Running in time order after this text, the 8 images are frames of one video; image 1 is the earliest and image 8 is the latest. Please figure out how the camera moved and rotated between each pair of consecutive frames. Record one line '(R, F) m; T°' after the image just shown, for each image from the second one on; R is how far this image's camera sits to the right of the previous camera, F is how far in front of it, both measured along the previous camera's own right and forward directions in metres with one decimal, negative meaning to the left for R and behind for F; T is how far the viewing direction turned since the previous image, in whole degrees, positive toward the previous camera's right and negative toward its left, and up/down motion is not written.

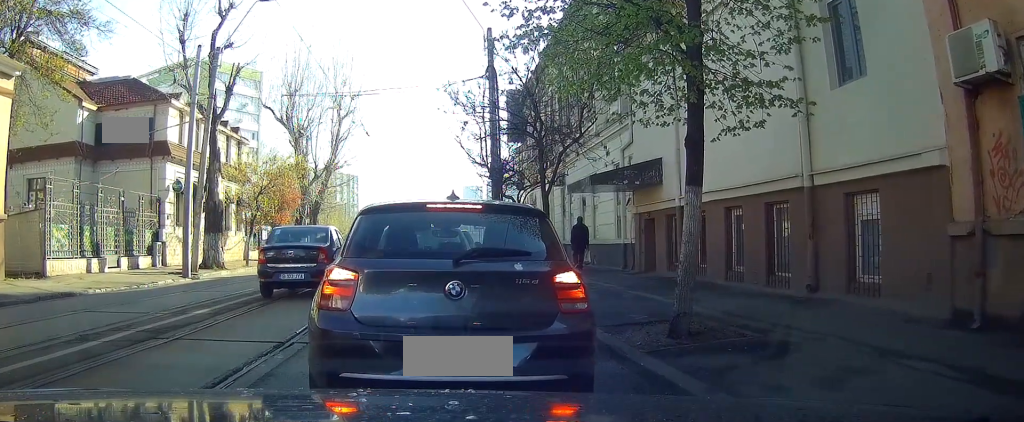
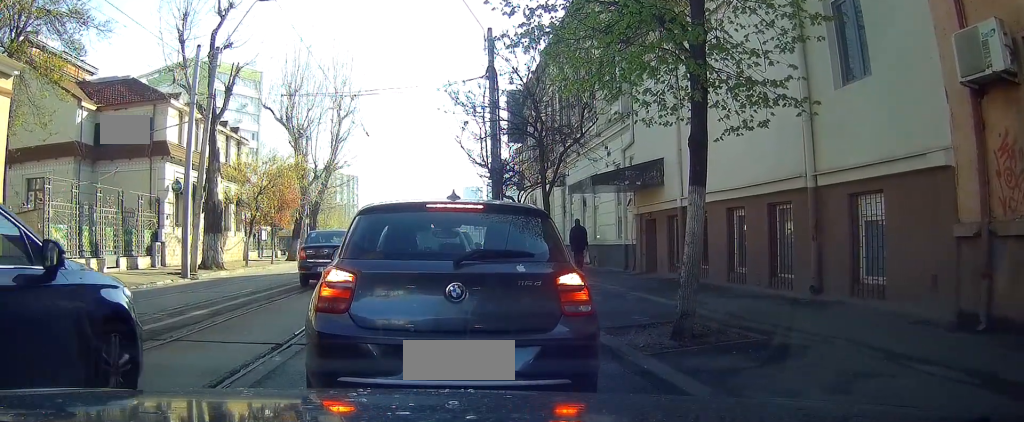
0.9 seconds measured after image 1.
(+0.2, +0.3) m; 0°
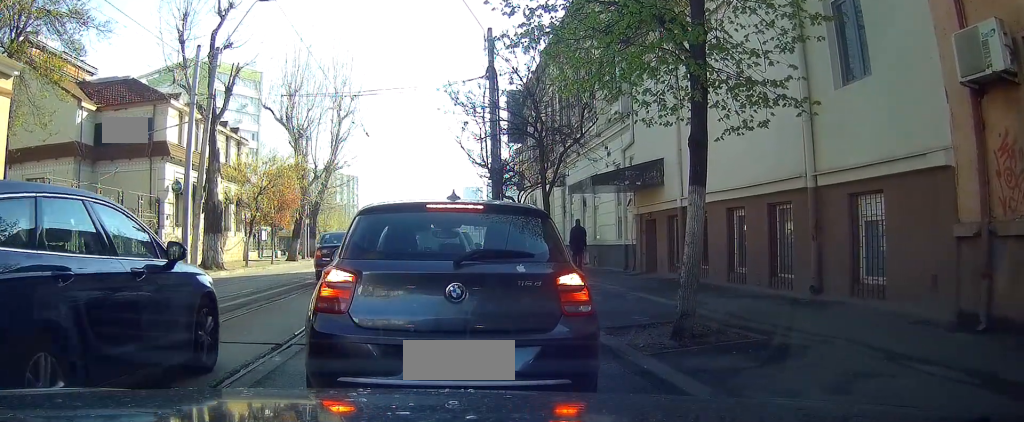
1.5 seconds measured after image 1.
(0.0, 0.0) m; 0°
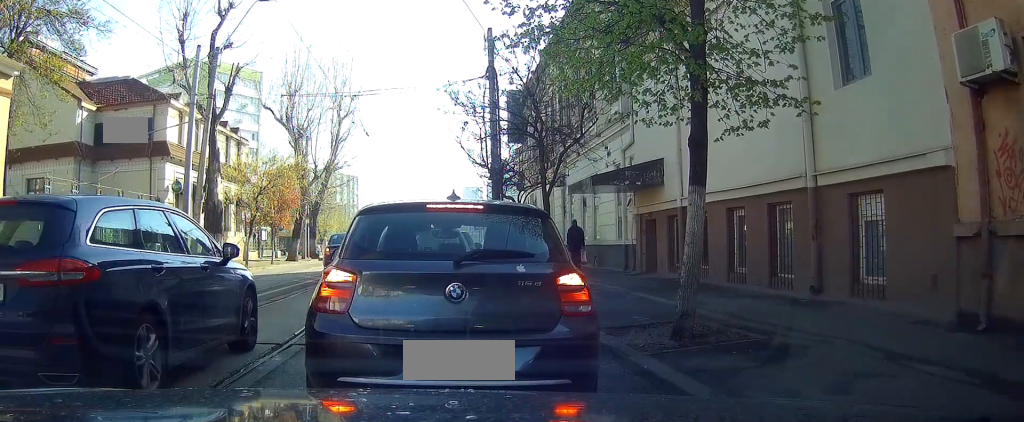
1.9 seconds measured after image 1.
(0.0, 0.0) m; 0°
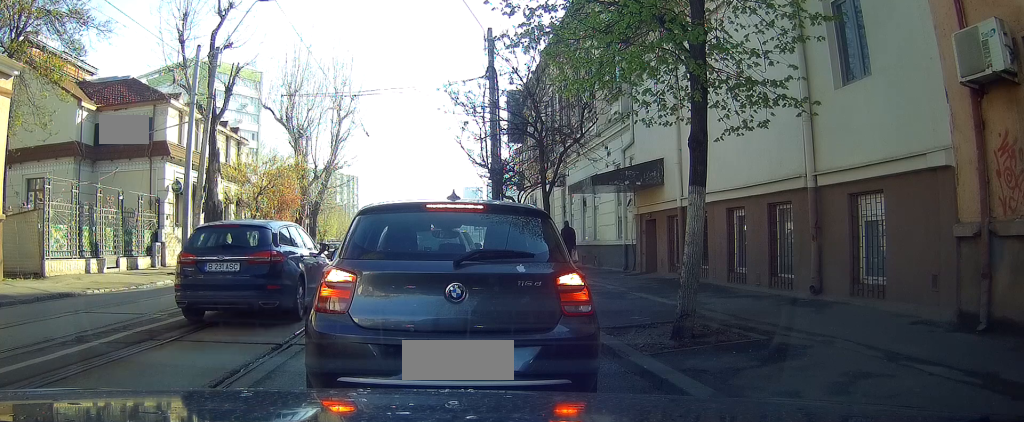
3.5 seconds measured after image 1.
(0.0, 0.0) m; 0°
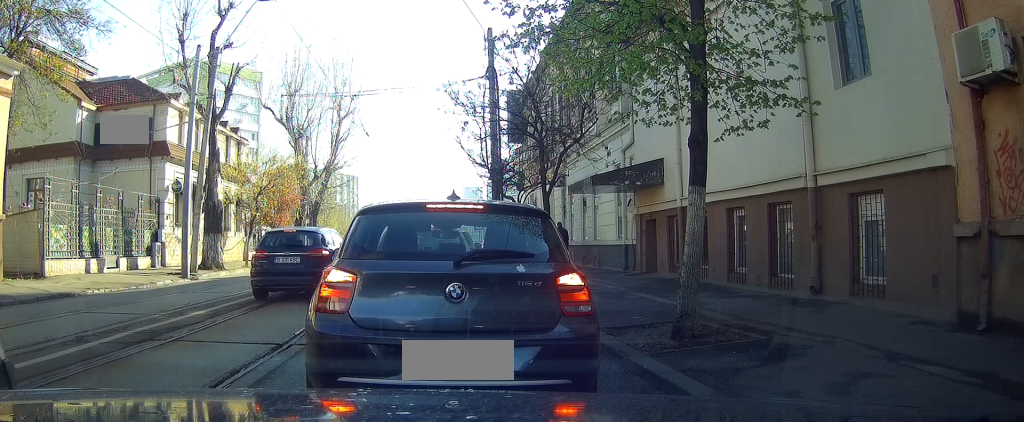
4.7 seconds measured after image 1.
(0.0, 0.0) m; 0°
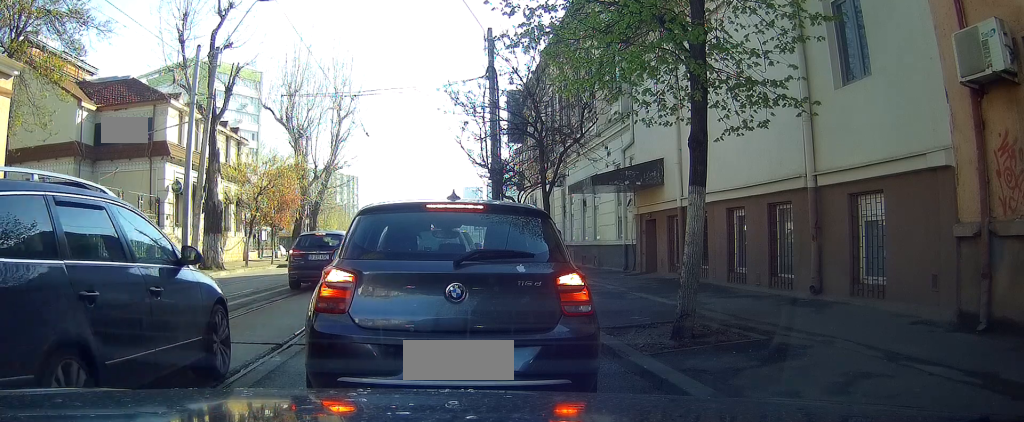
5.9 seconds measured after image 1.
(0.0, 0.0) m; 0°
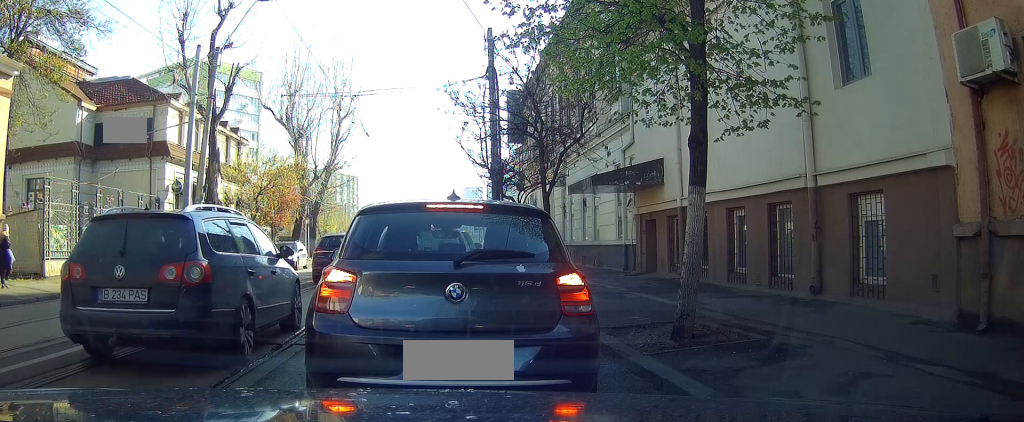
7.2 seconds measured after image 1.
(0.0, 0.0) m; 0°
